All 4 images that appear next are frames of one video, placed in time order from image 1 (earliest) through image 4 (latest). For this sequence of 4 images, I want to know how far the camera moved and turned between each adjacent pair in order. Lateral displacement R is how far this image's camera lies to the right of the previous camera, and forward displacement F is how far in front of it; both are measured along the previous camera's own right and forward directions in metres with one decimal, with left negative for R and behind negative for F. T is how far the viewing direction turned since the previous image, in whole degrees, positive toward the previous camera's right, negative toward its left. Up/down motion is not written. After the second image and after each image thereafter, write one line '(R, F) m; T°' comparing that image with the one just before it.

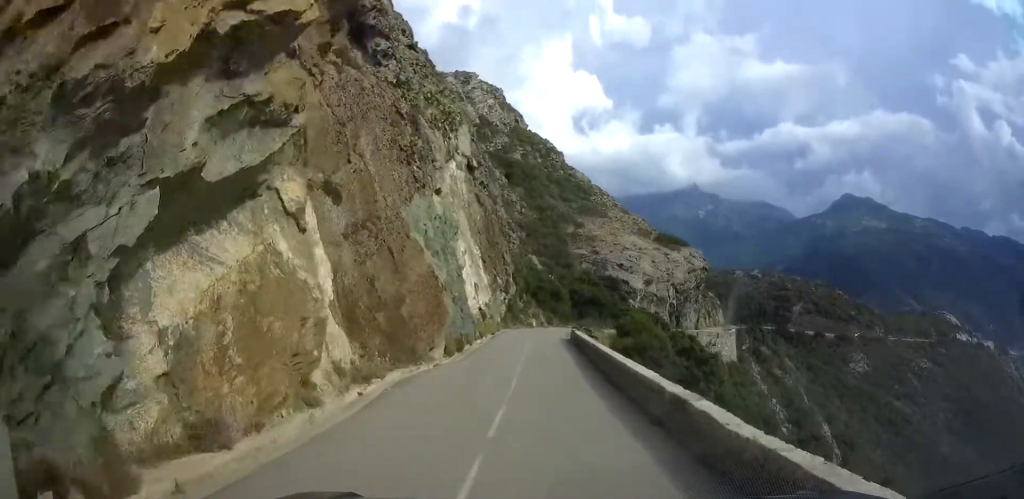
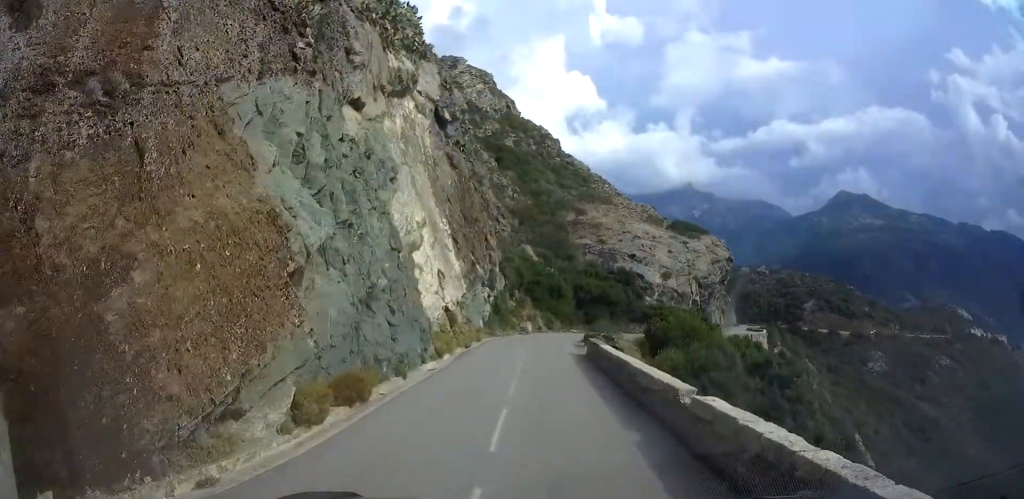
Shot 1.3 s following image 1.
(+0.1, +14.0) m; +1°
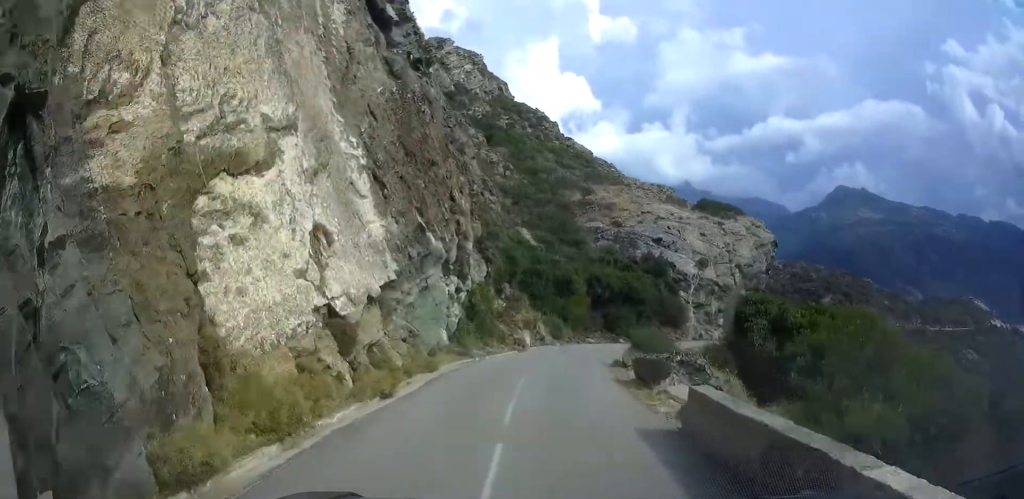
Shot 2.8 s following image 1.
(+0.1, +15.4) m; +3°
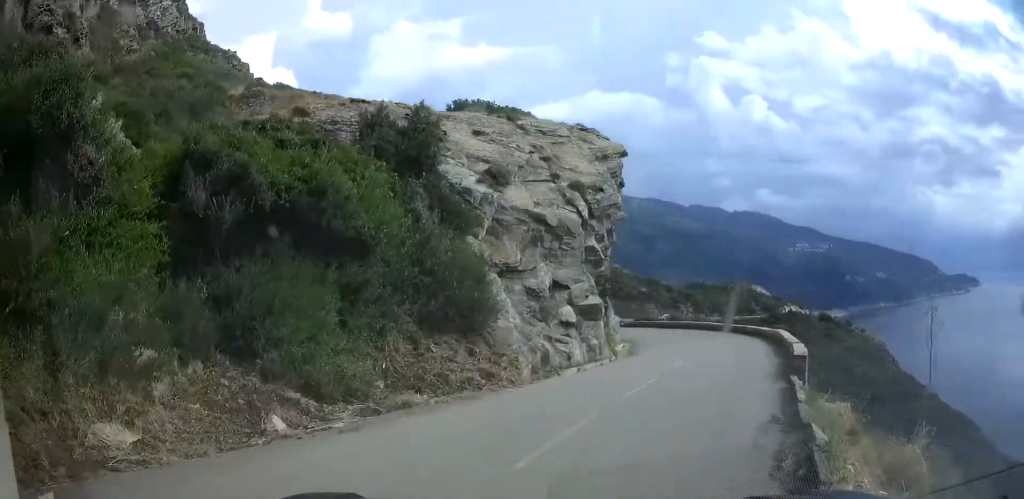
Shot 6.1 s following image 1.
(+5.5, +31.1) m; +24°
